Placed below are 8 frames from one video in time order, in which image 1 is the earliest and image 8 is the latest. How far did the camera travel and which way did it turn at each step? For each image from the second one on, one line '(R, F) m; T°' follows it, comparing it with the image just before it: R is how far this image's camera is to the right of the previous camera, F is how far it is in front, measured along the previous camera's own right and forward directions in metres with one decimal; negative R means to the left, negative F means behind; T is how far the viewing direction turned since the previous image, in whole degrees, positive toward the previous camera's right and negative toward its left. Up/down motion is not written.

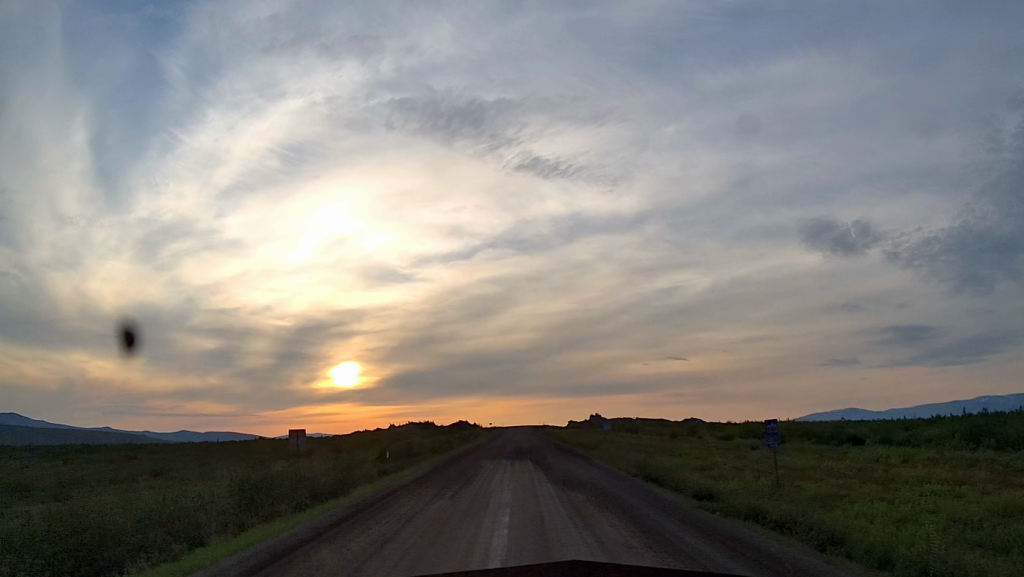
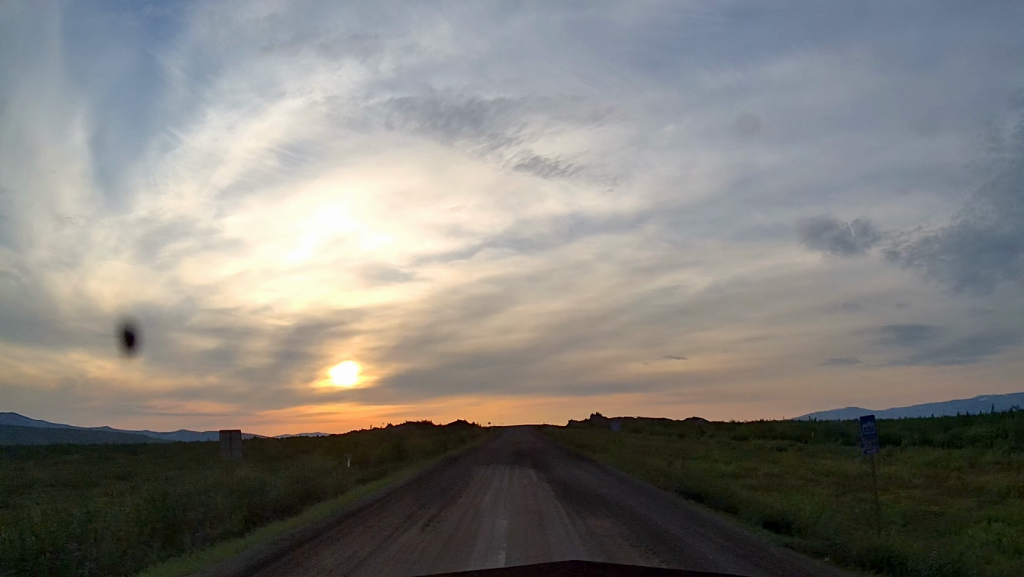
(+0.2, +6.8) m; +1°
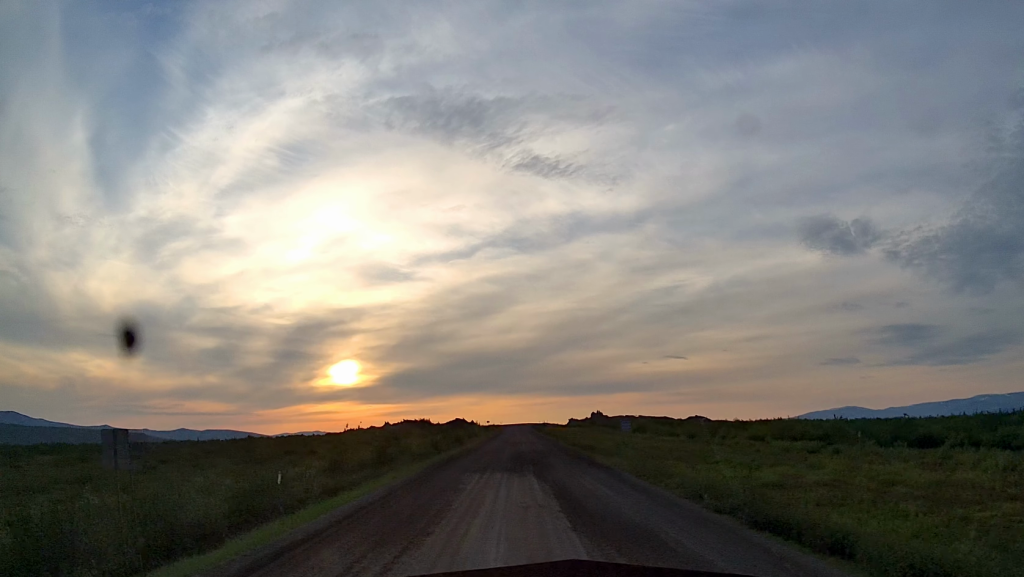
(+0.1, +6.8) m; +1°
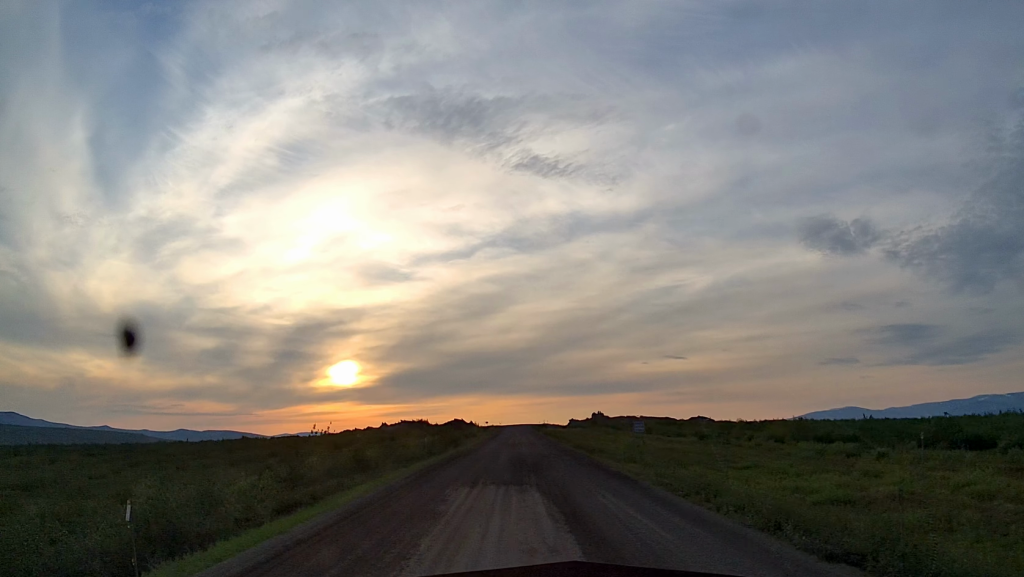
(0.0, +6.9) m; 0°
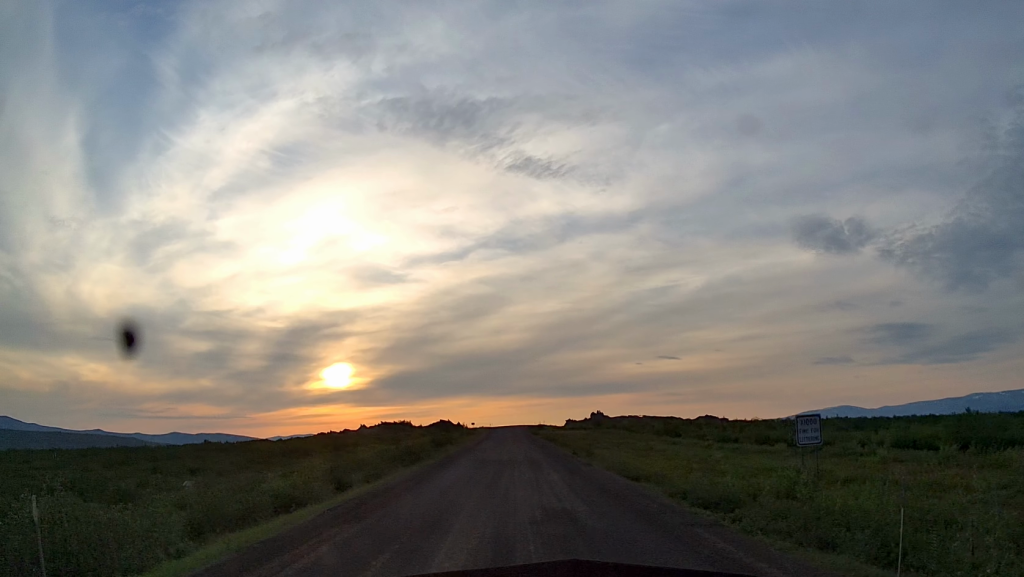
(0.0, +35.2) m; +1°
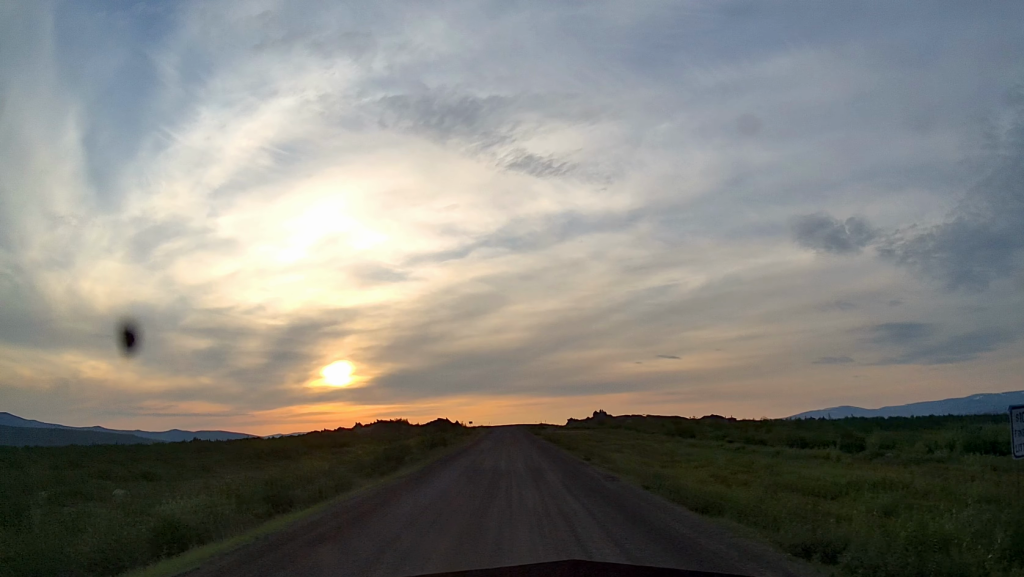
(+0.2, +11.0) m; 0°
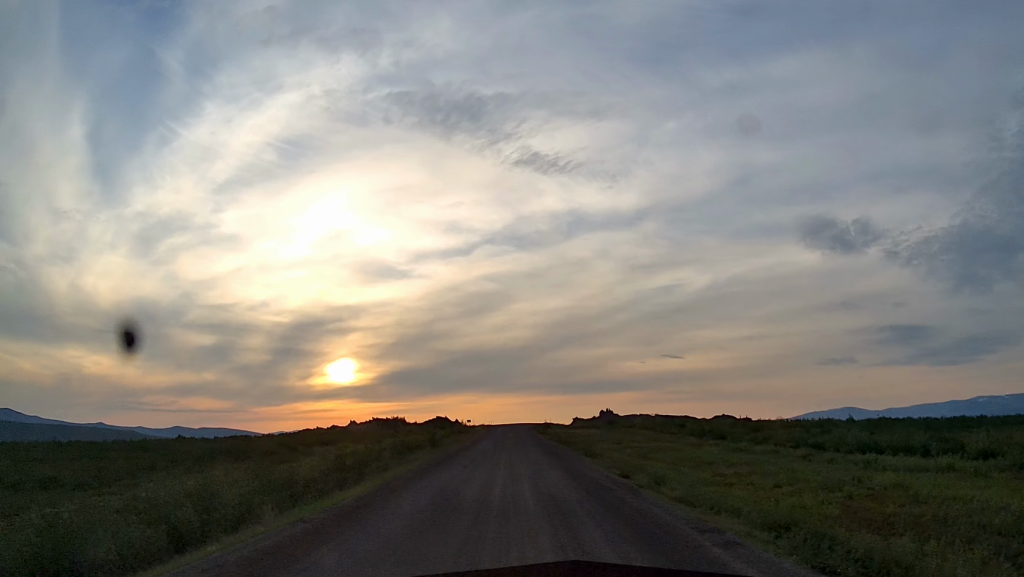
(-0.4, +16.1) m; -1°
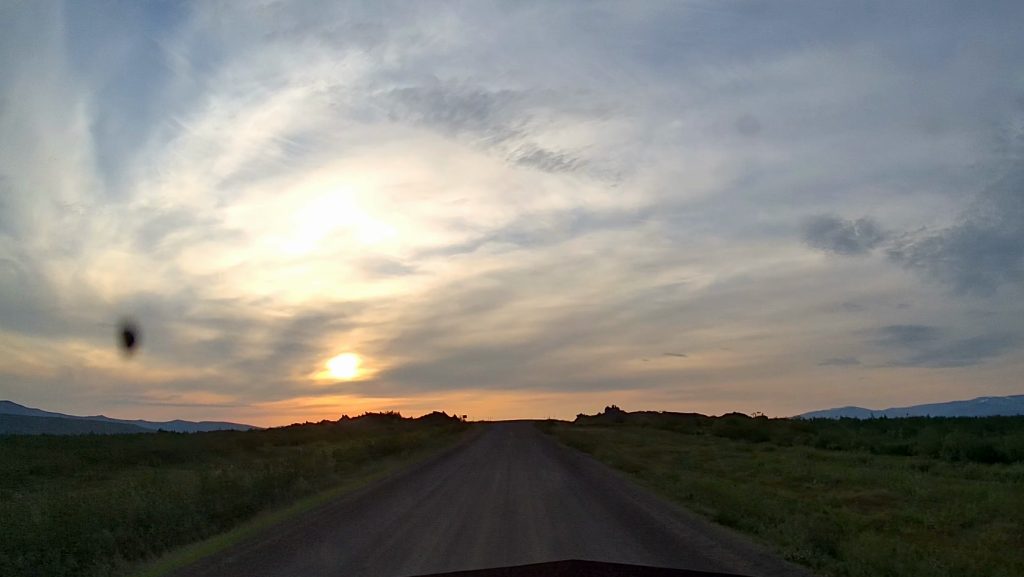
(+0.2, +17.0) m; +2°
